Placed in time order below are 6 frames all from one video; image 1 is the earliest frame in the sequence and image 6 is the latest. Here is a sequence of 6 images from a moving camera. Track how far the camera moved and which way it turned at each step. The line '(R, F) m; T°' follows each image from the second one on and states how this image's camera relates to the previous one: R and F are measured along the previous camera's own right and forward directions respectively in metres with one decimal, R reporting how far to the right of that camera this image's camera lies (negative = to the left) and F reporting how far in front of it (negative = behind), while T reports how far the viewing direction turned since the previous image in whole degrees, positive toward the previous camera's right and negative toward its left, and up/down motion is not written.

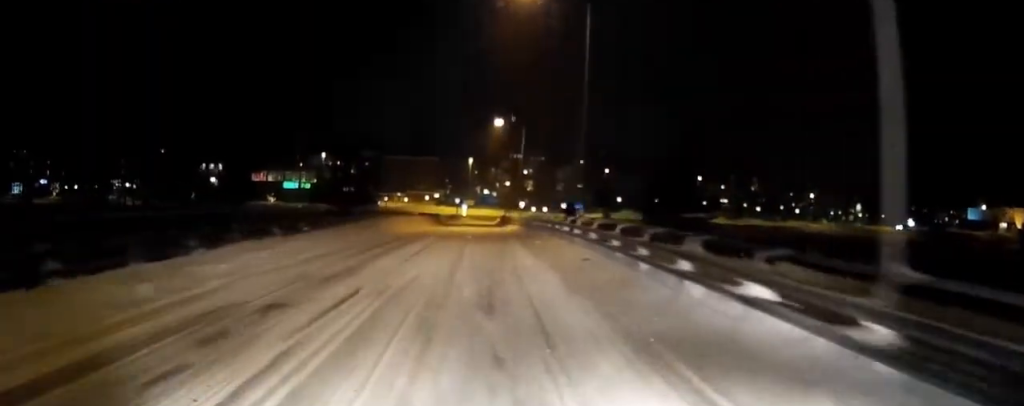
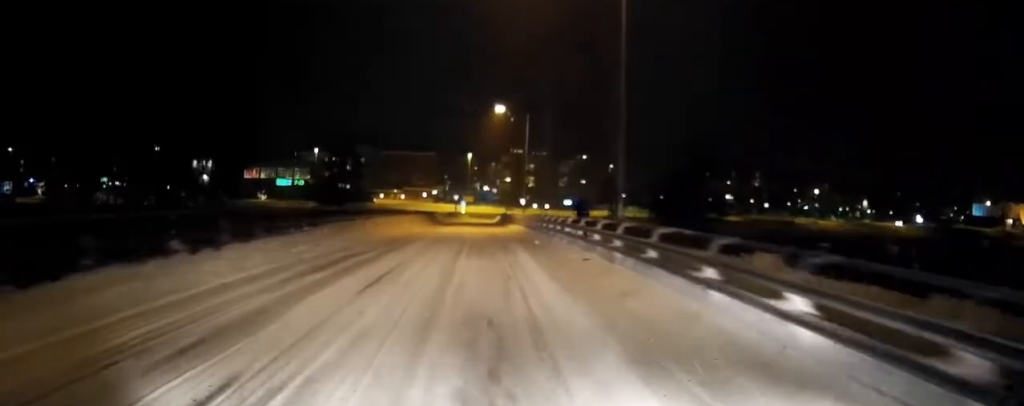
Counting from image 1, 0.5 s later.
(-0.1, +5.0) m; 0°
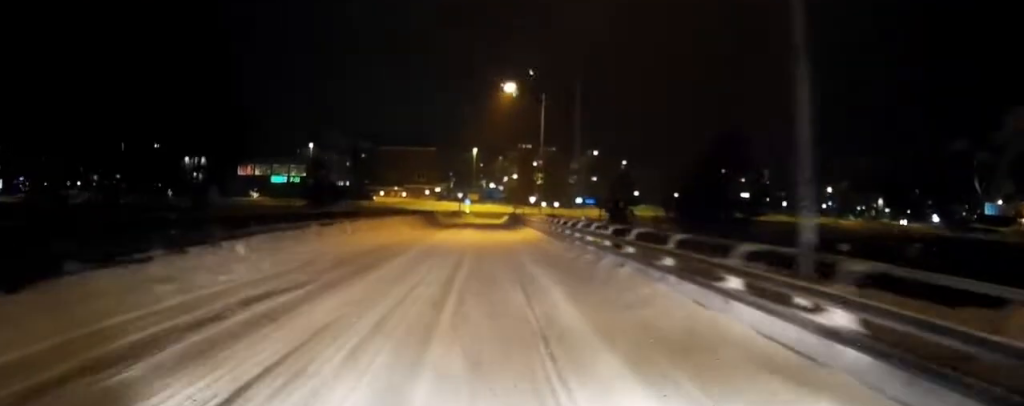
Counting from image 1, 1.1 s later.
(+0.2, +7.2) m; 0°
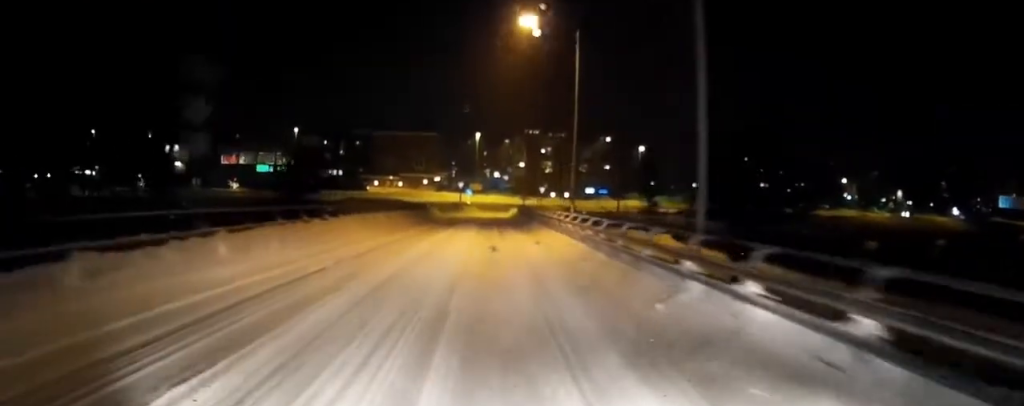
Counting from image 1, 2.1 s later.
(-0.1, +10.9) m; -1°
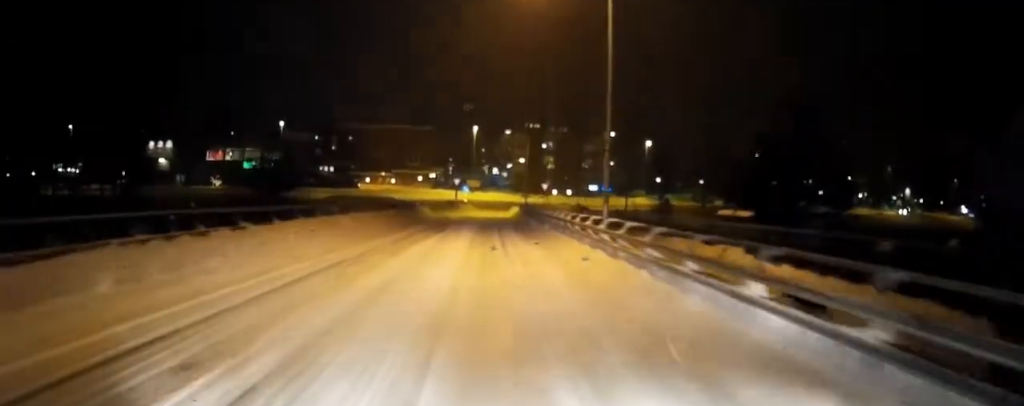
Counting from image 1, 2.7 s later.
(-0.1, +6.2) m; 0°
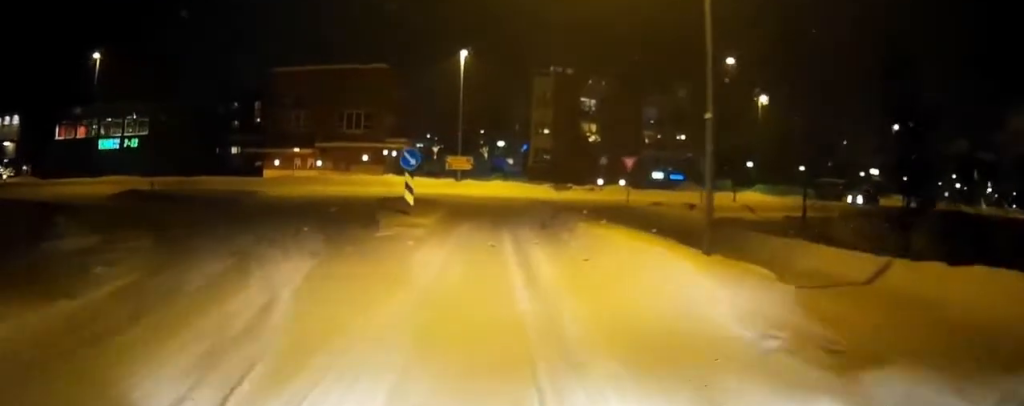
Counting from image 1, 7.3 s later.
(+0.8, +45.0) m; +5°
